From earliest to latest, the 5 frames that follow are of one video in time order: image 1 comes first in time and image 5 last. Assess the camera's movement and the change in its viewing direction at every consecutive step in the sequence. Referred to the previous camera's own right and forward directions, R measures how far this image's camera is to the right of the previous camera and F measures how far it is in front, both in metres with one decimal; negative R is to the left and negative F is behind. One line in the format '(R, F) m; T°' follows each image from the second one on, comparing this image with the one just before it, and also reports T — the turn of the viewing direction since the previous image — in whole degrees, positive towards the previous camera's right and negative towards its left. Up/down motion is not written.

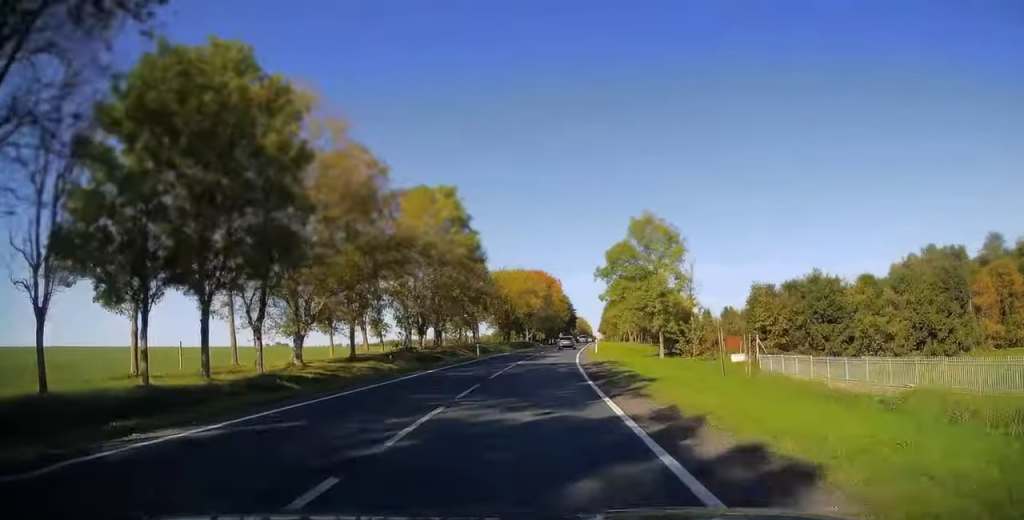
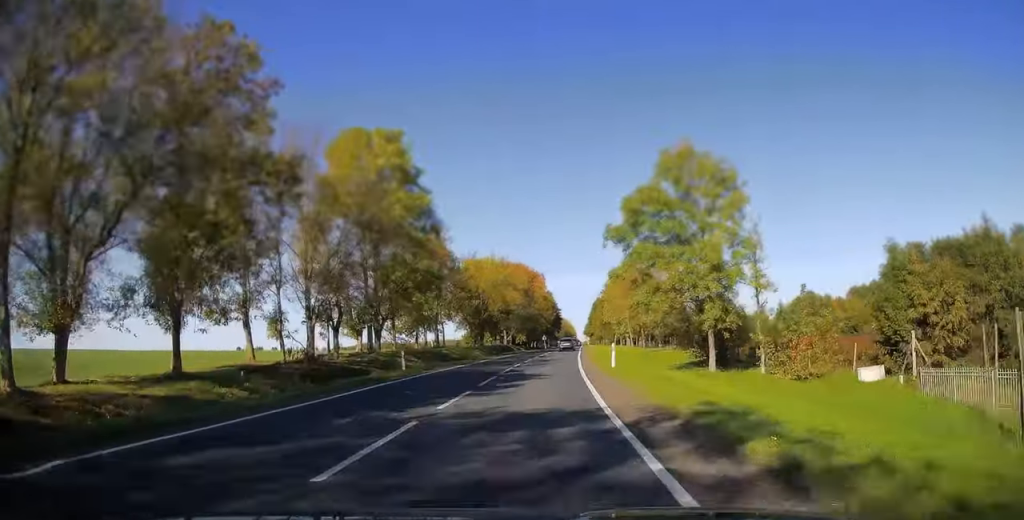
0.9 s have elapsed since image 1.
(+0.4, +20.8) m; +2°
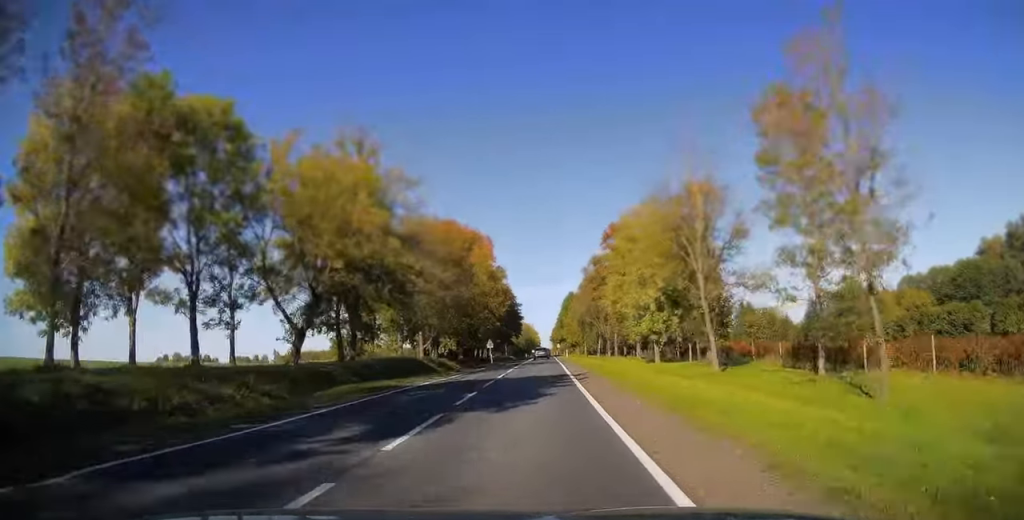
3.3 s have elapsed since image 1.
(+1.9, +54.7) m; +3°
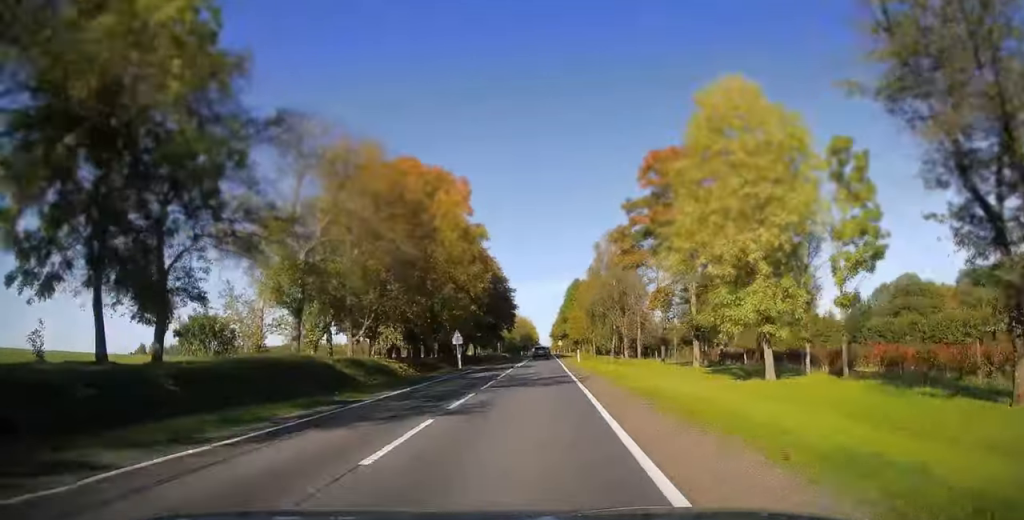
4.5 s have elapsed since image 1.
(+0.3, +26.7) m; +1°
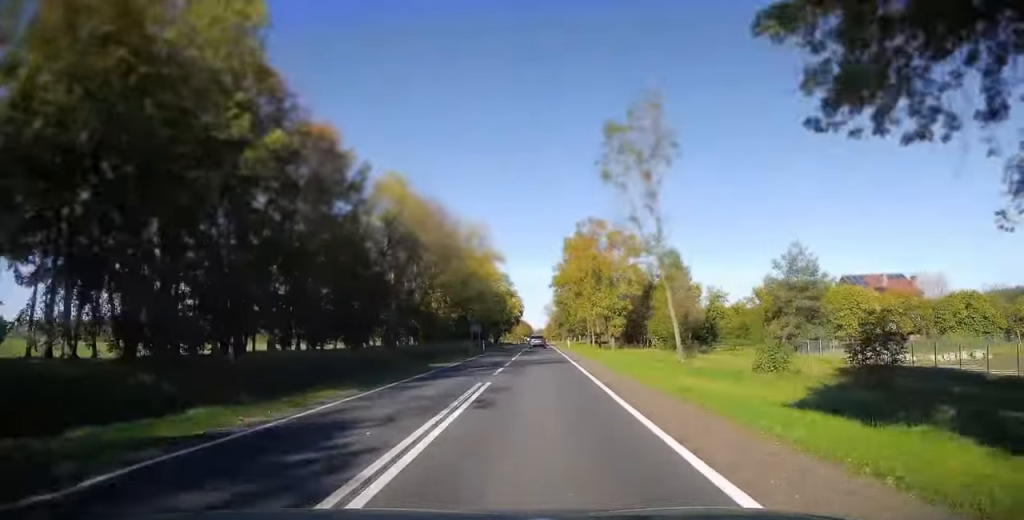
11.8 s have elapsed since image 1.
(+1.0, +181.1) m; +1°
